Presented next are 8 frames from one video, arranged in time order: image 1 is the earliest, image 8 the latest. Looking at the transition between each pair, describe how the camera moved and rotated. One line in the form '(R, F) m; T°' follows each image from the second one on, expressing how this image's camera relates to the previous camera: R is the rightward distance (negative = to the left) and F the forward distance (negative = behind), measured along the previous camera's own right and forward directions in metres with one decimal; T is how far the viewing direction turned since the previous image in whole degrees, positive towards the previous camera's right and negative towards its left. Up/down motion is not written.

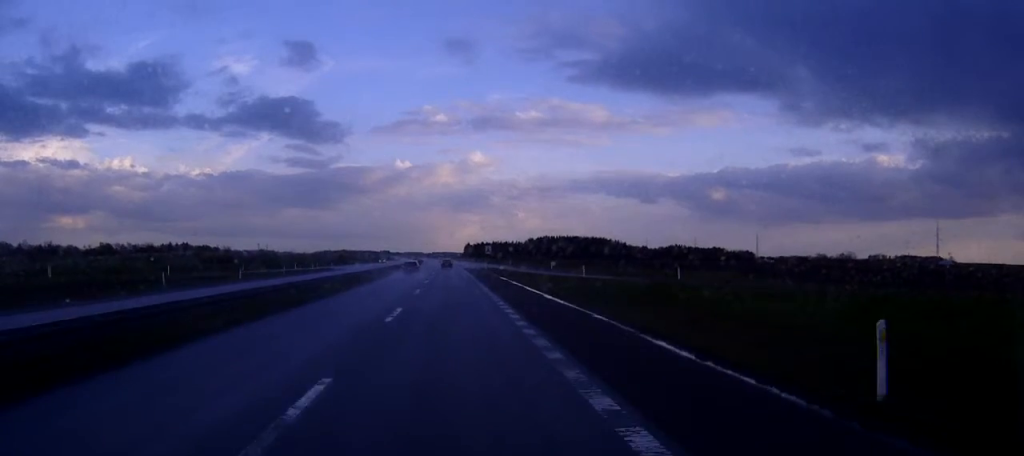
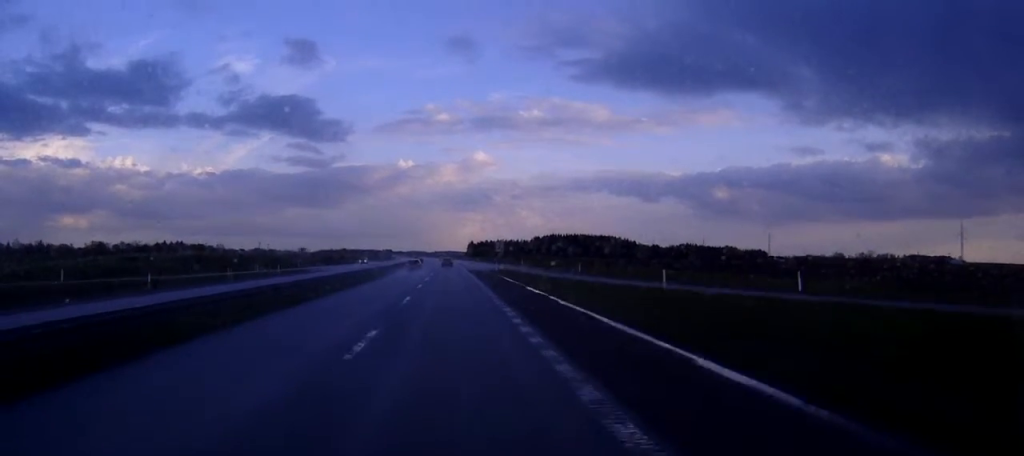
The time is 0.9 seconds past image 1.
(0.0, +22.7) m; 0°
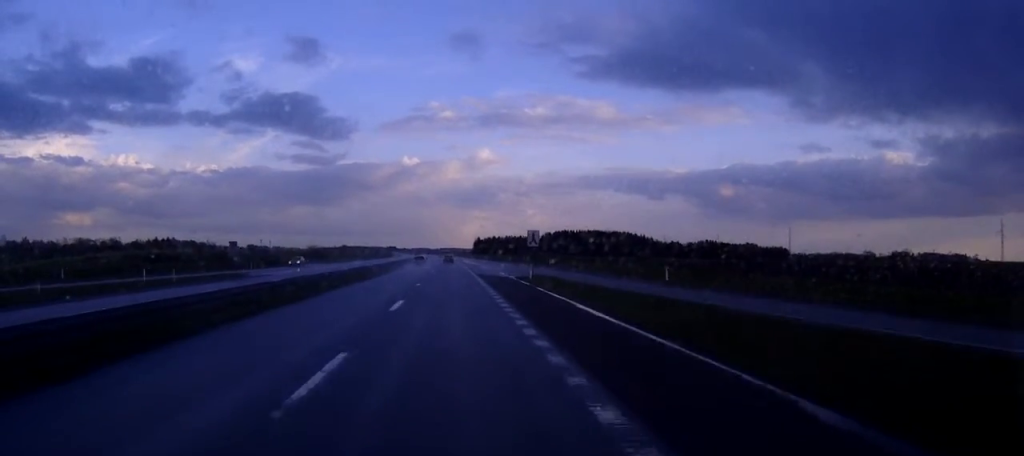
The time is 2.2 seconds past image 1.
(-0.2, +35.0) m; 0°
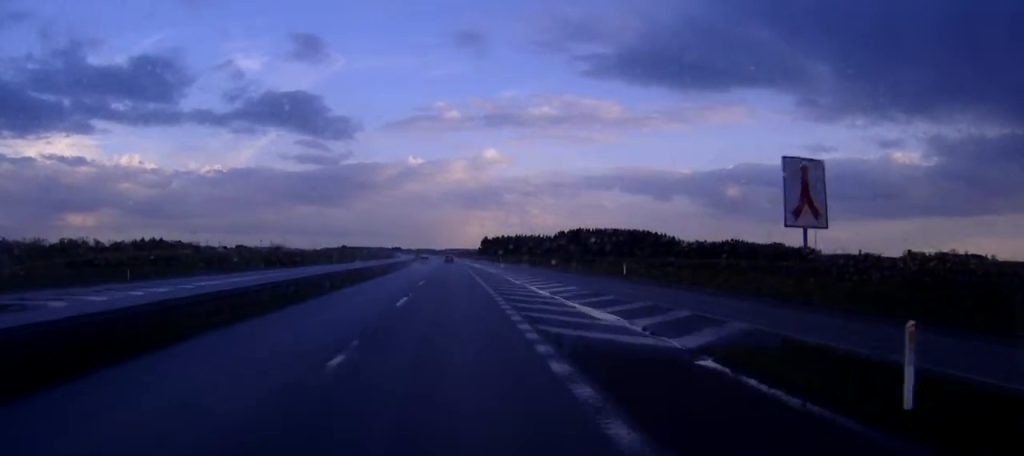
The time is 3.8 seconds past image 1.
(-0.1, +42.9) m; 0°
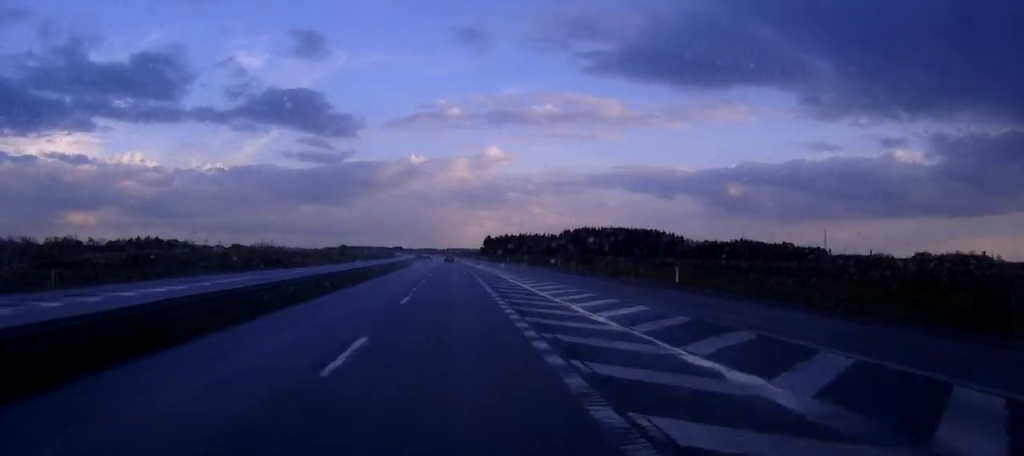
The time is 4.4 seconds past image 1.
(0.0, +14.0) m; 0°
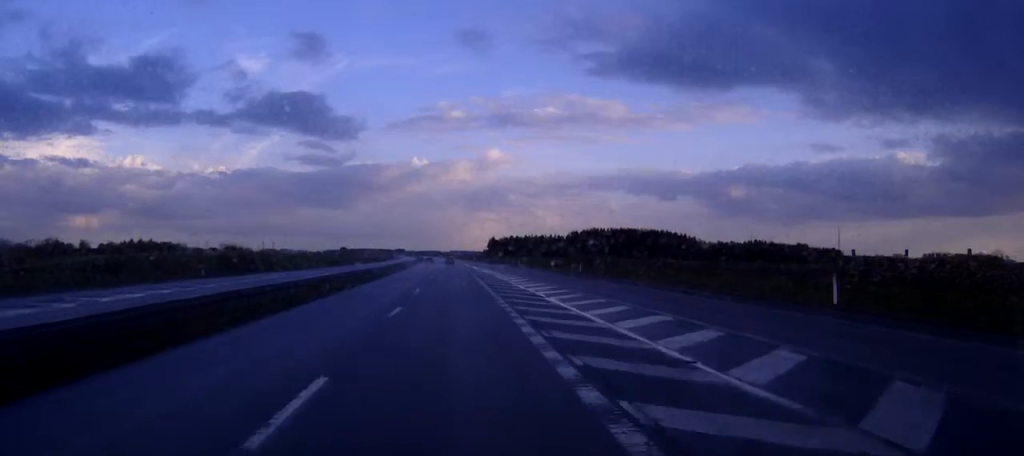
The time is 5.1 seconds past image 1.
(-0.1, +20.2) m; 0°
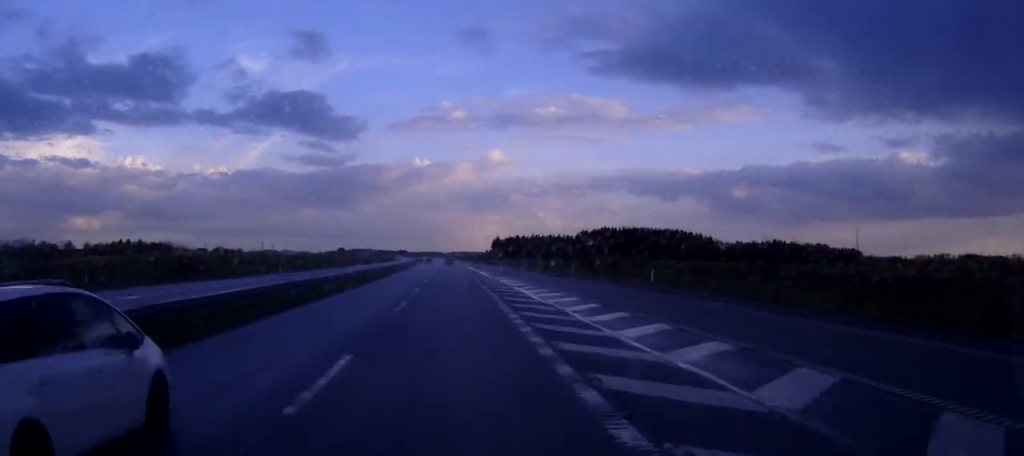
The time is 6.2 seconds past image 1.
(-0.1, +27.1) m; 0°
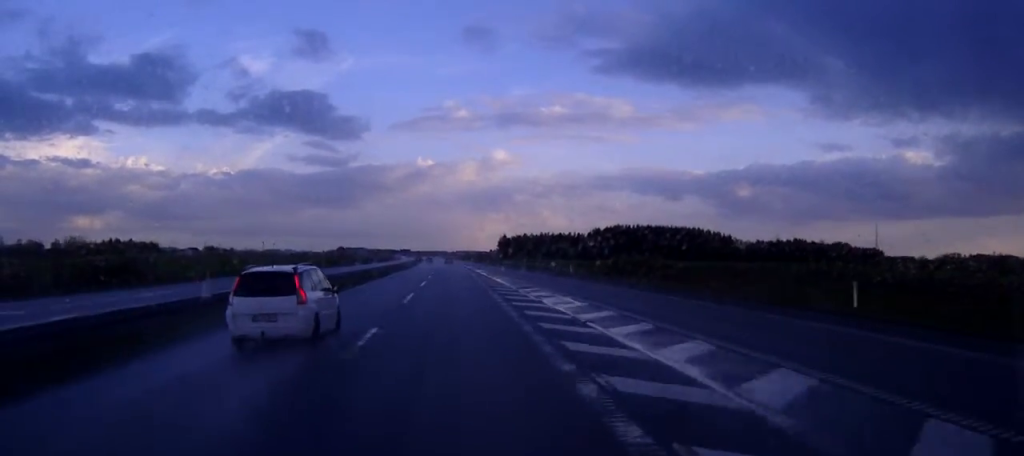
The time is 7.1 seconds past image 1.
(-0.1, +25.4) m; 0°
